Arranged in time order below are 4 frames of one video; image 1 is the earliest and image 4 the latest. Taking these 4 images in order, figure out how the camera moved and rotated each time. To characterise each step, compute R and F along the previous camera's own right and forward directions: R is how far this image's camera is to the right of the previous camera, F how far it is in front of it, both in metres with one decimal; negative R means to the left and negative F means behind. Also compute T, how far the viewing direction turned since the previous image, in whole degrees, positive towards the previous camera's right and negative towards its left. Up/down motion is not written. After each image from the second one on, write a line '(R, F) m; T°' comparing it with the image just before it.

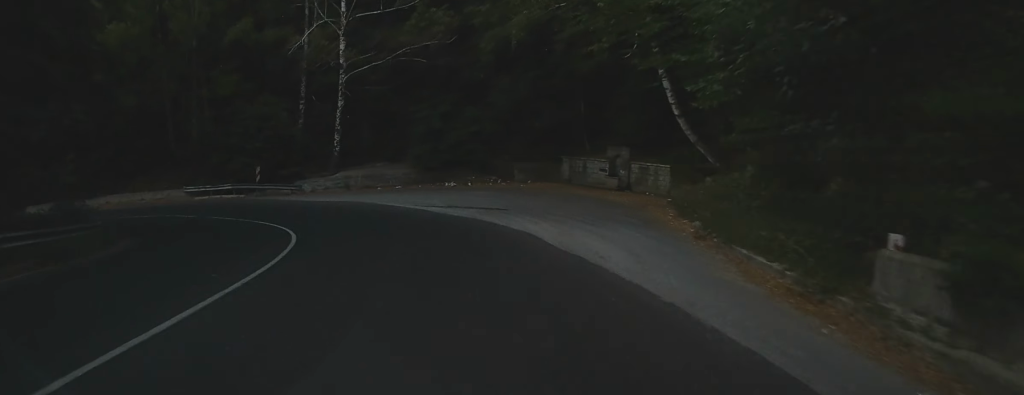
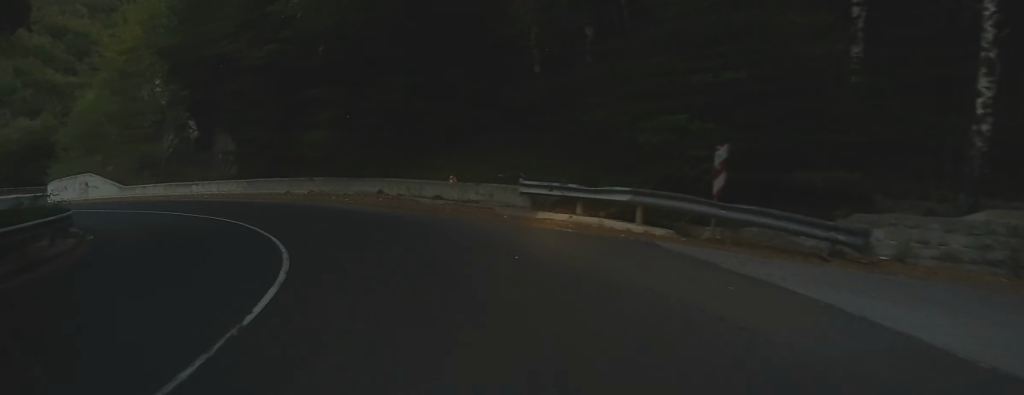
(-9.6, +26.7) m; -39°
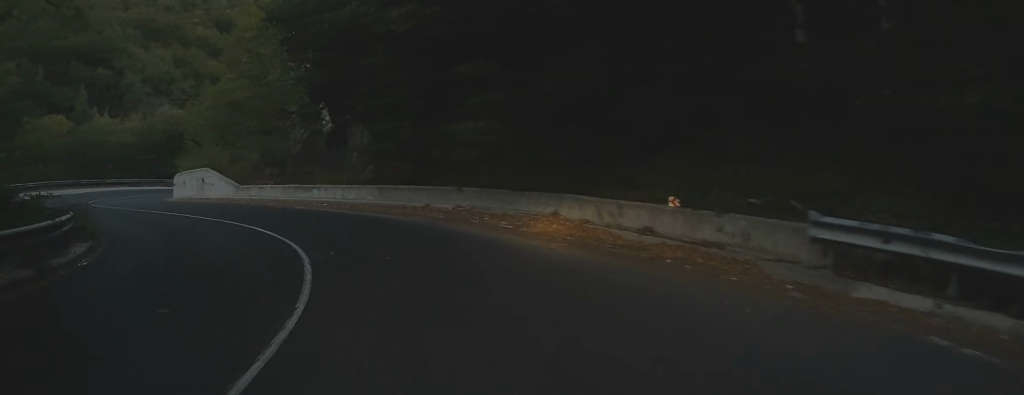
(-0.2, +7.6) m; -19°
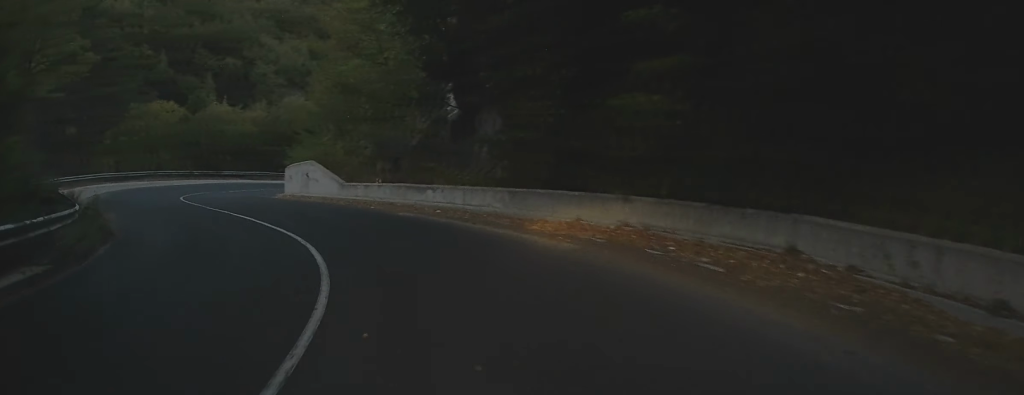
(-1.0, +5.4) m; -15°
